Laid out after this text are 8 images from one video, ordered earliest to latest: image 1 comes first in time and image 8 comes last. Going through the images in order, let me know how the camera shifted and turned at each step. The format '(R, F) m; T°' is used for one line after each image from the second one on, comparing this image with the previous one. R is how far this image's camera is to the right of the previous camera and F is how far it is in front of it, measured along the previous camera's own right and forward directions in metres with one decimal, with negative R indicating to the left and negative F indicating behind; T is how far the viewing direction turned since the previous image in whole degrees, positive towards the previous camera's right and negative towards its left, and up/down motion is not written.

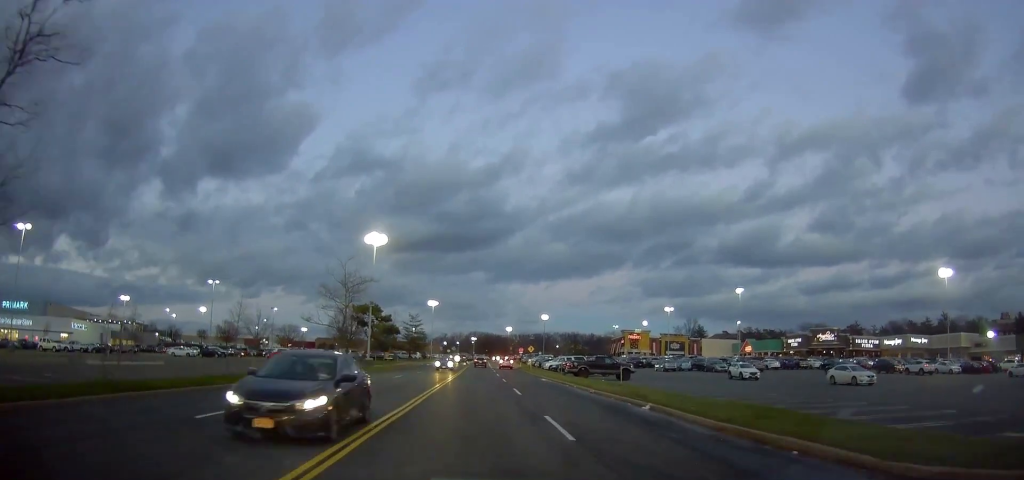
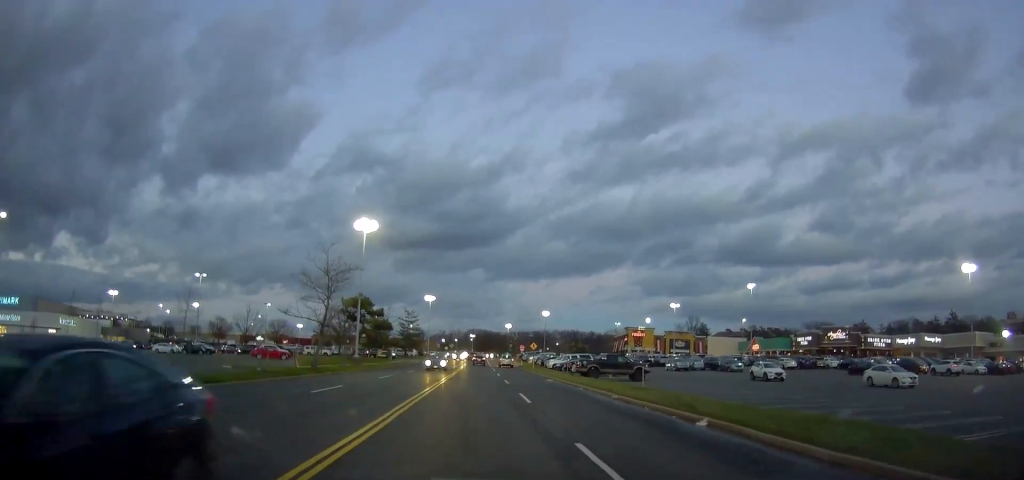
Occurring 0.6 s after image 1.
(-0.2, +4.5) m; +2°
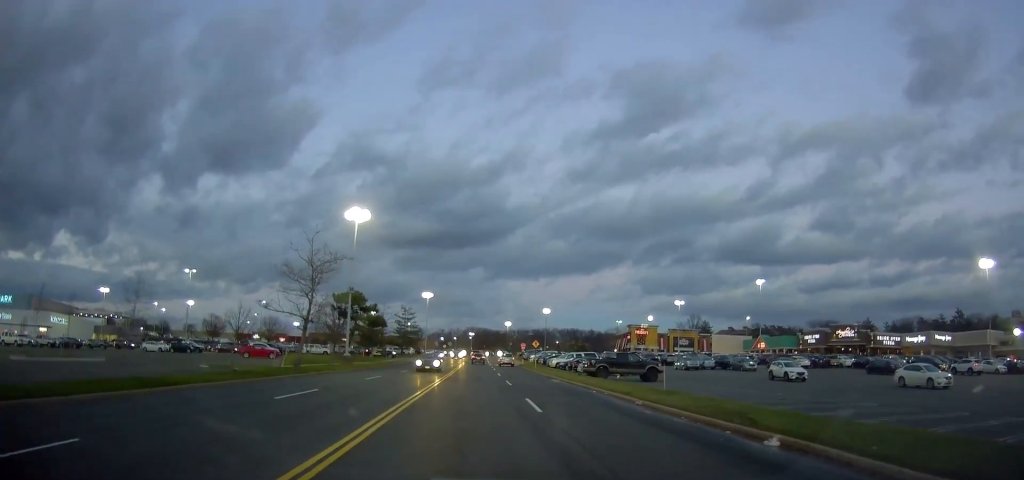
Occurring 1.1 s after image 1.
(+0.2, +3.4) m; 0°
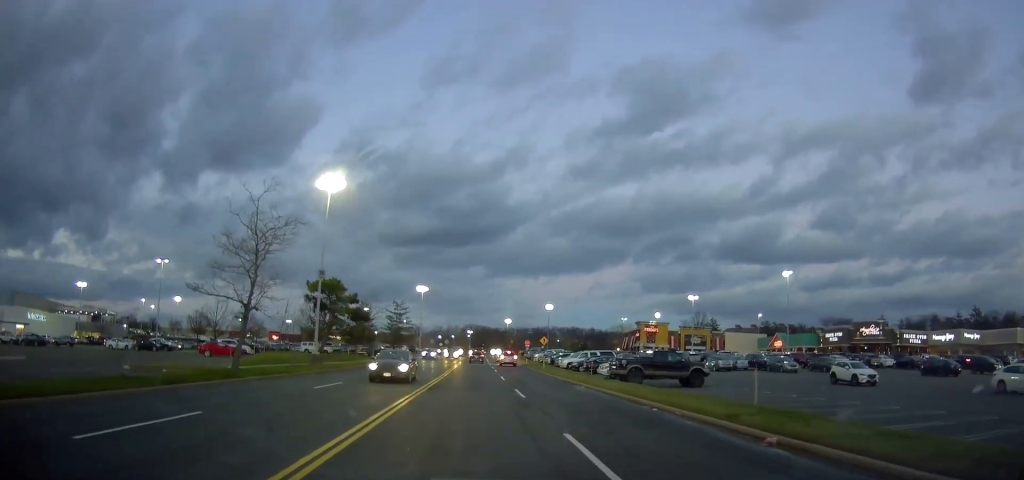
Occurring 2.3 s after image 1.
(0.0, +8.8) m; -3°
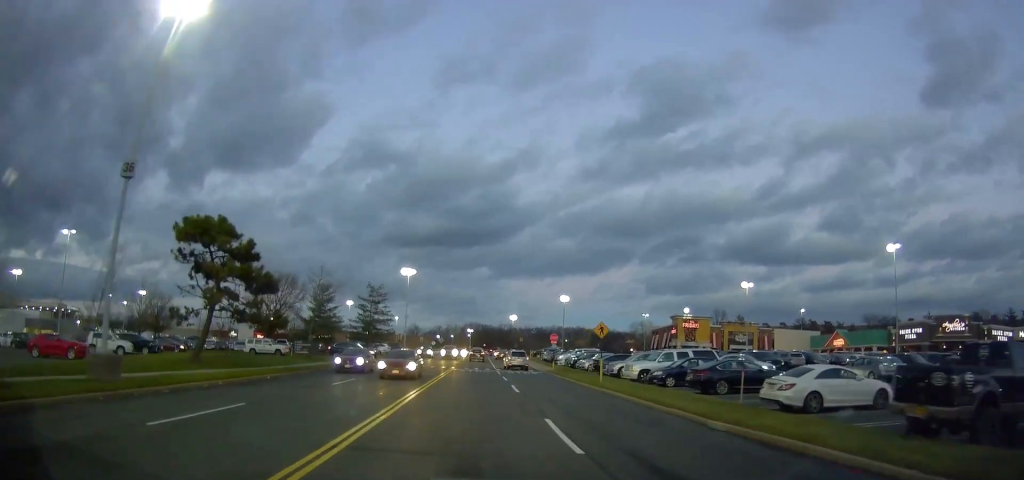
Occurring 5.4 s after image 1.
(-0.4, +24.3) m; +1°
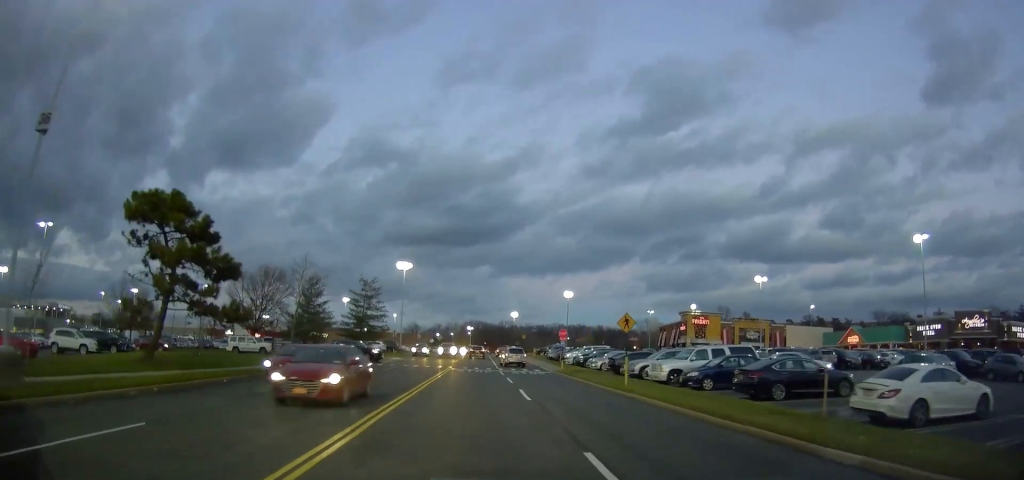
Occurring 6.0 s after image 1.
(0.0, +5.0) m; +1°
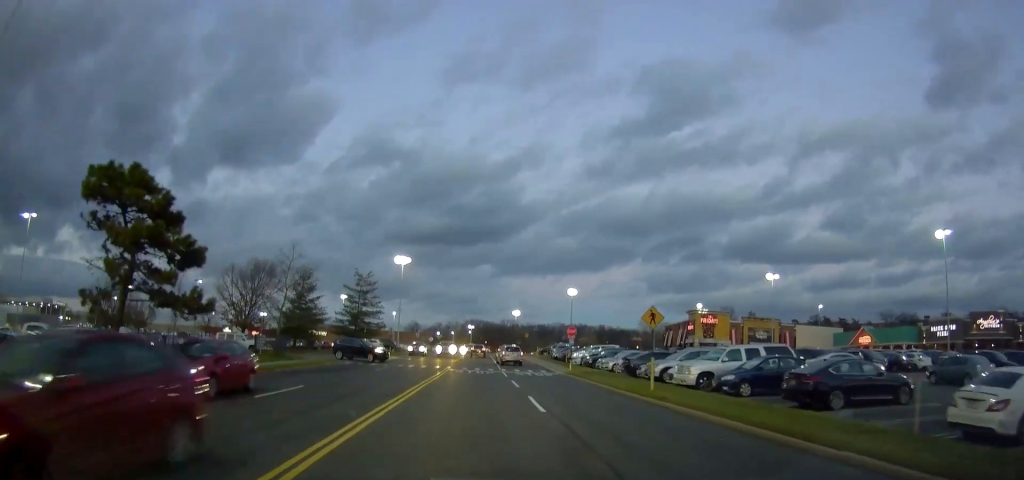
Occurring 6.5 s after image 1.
(-0.2, +3.7) m; +1°
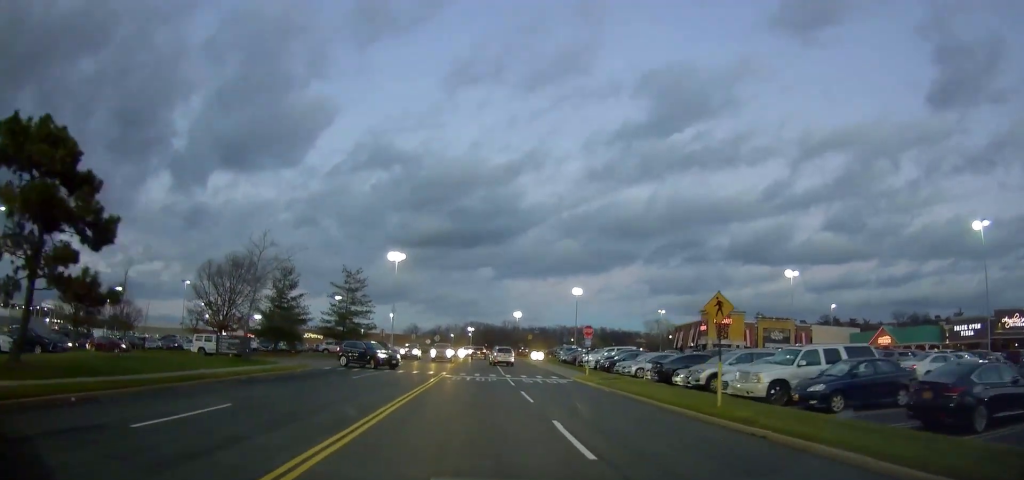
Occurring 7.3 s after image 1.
(+0.3, +6.2) m; -1°
